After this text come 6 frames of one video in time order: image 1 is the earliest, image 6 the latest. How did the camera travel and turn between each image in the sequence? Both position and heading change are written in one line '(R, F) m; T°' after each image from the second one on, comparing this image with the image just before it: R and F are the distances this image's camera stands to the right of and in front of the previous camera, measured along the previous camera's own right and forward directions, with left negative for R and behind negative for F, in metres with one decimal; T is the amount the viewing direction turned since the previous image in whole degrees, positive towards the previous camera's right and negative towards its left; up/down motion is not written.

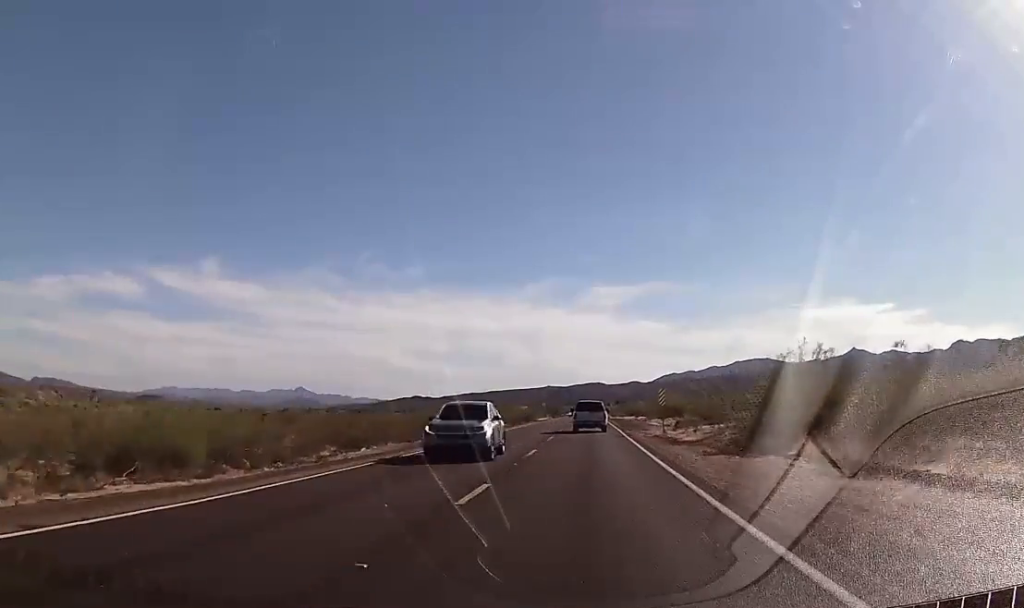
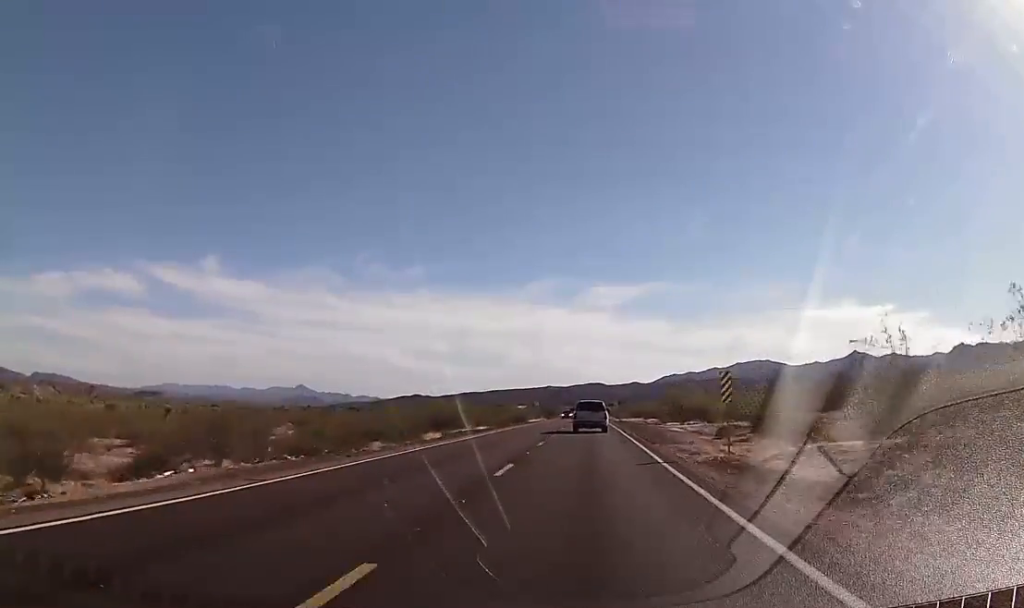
(0.0, +19.7) m; 0°
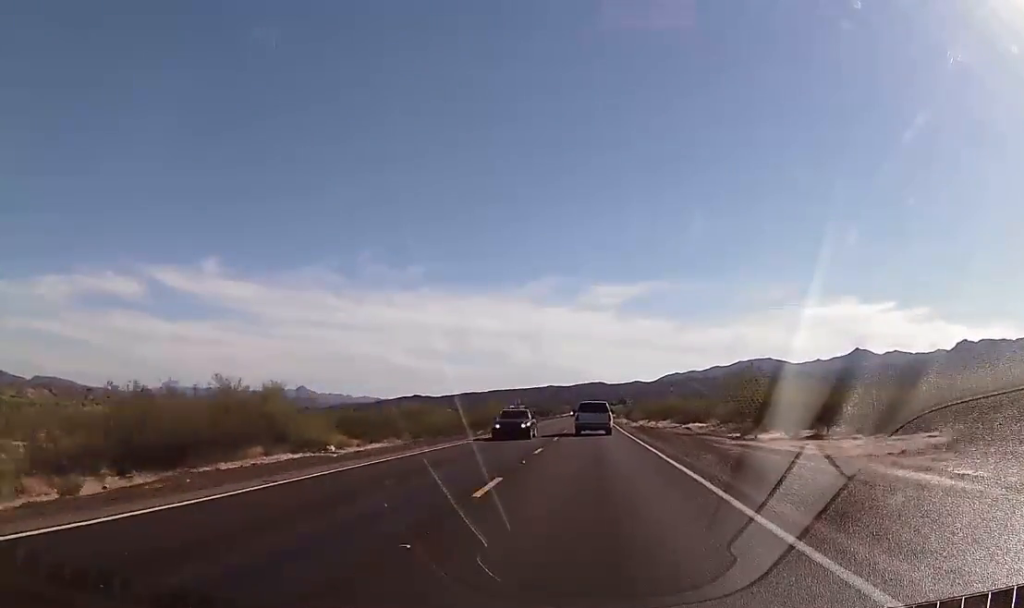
(0.0, +40.4) m; -1°
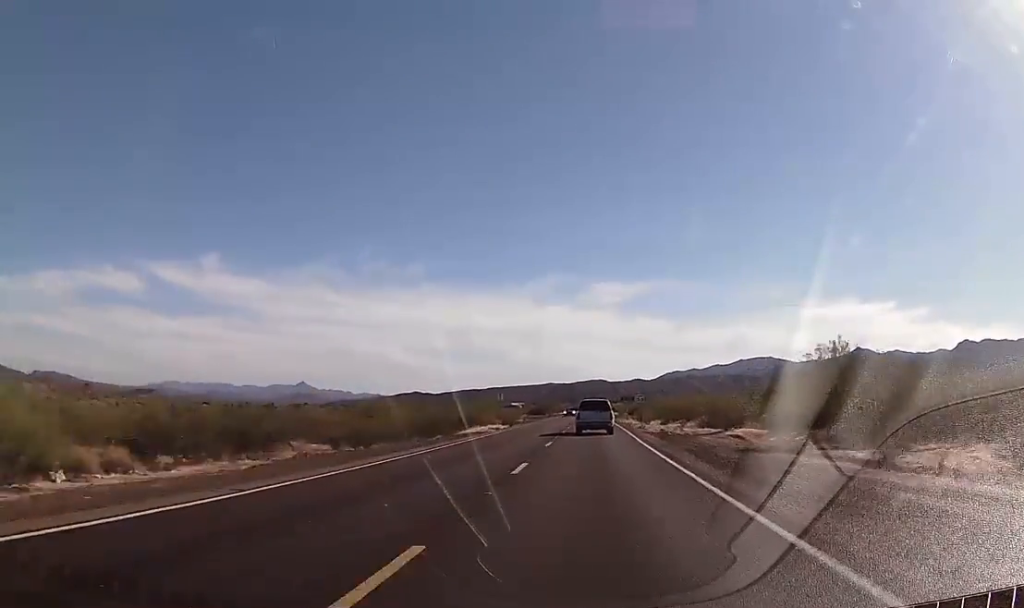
(-0.1, +19.7) m; 0°
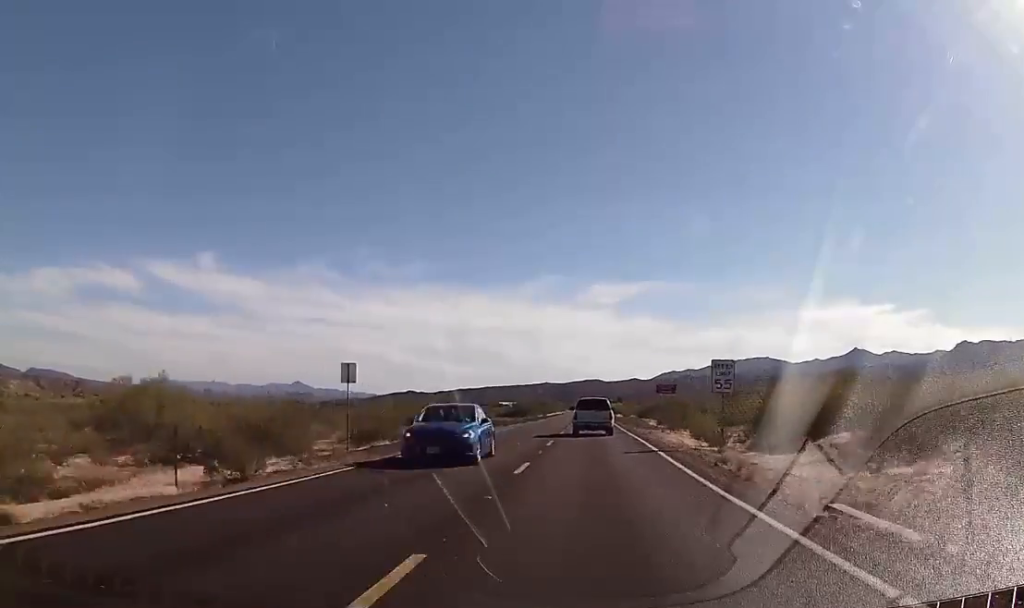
(-0.1, +49.6) m; 0°
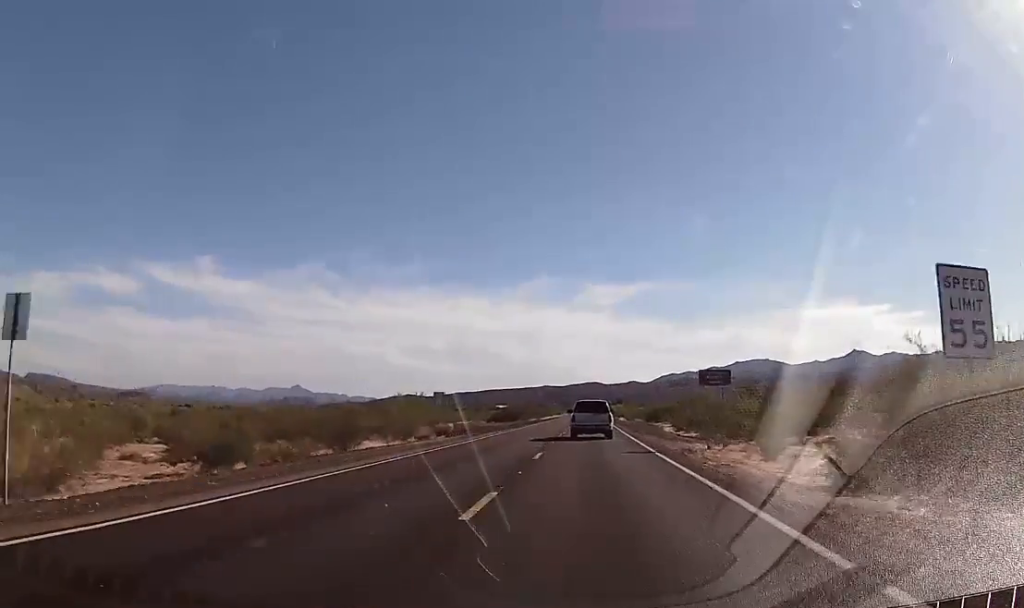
(0.0, +19.0) m; +1°
